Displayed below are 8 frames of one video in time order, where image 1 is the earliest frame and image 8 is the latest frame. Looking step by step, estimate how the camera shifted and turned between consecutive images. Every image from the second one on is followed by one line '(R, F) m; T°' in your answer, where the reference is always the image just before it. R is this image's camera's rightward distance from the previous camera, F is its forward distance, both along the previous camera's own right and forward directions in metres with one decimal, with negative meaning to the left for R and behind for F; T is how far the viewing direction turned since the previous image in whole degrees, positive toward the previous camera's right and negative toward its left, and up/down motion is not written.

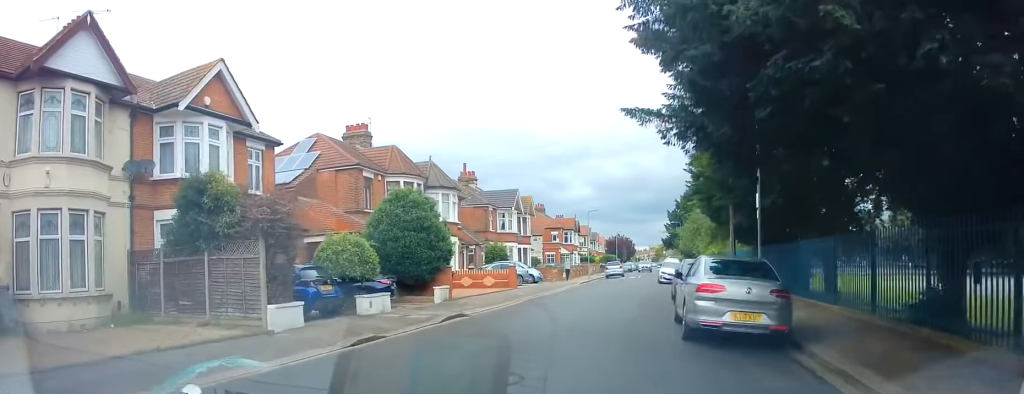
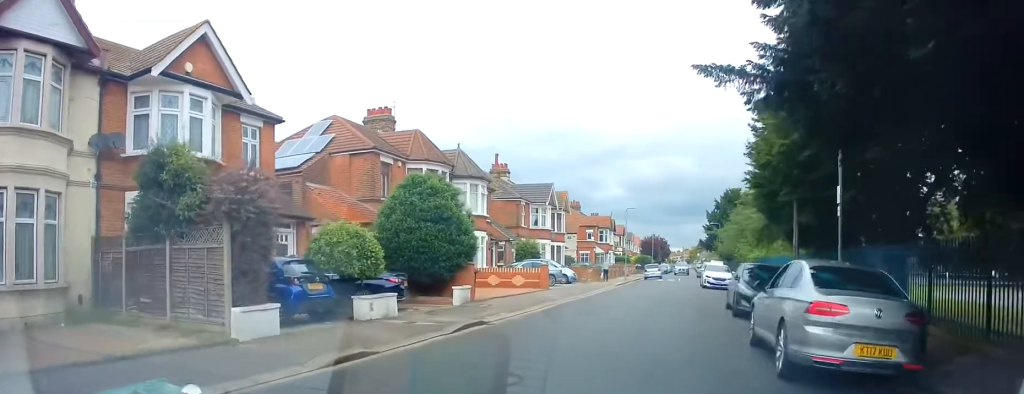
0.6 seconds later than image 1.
(0.0, +3.0) m; -3°
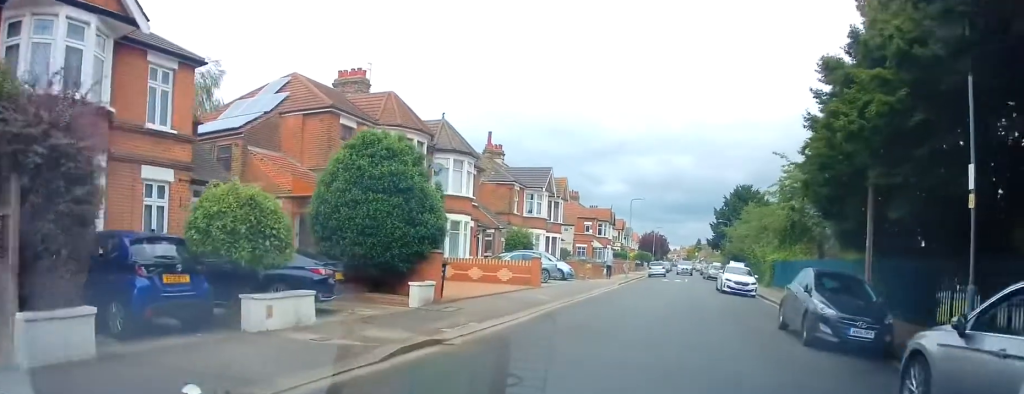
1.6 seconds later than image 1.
(-0.2, +5.0) m; 0°
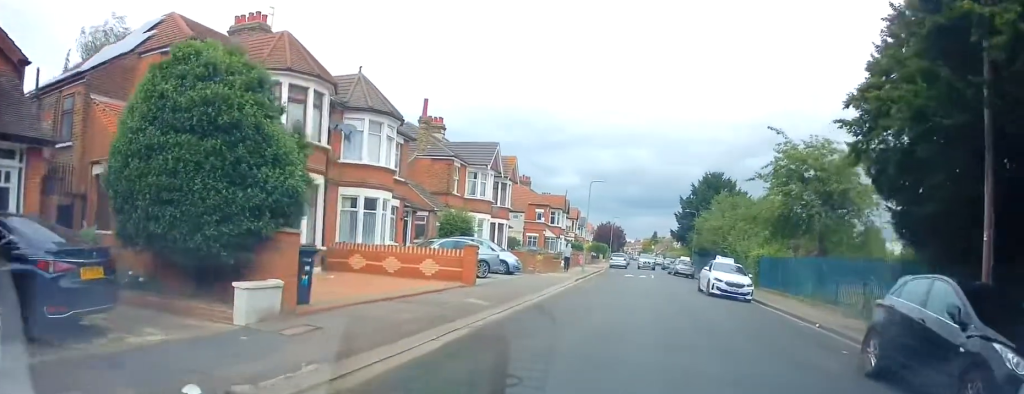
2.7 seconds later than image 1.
(+0.3, +6.2) m; +6°
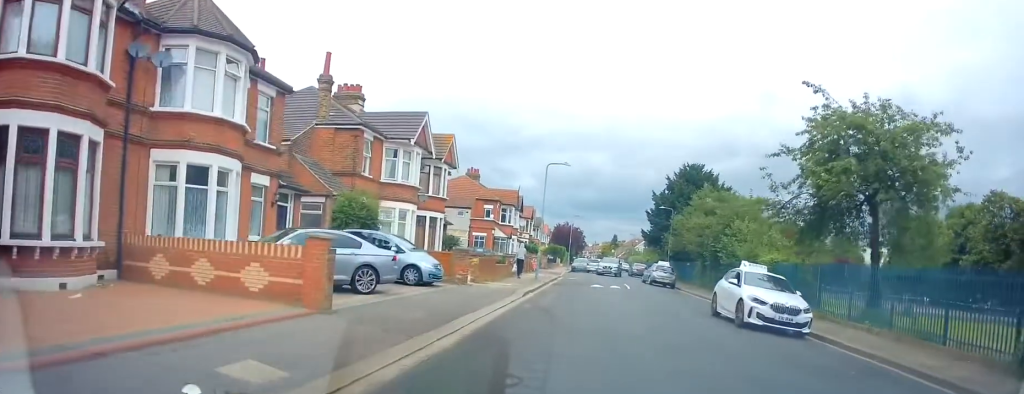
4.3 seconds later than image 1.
(+0.4, +8.9) m; +3°
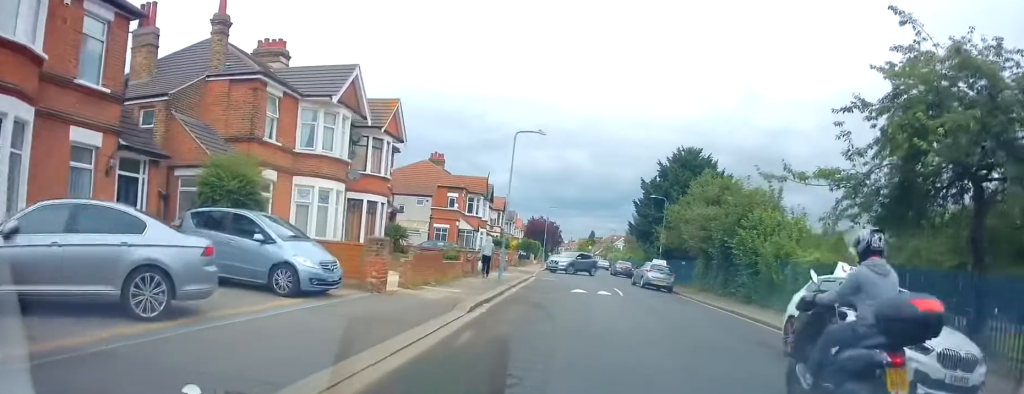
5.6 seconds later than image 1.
(0.0, +7.1) m; +2°
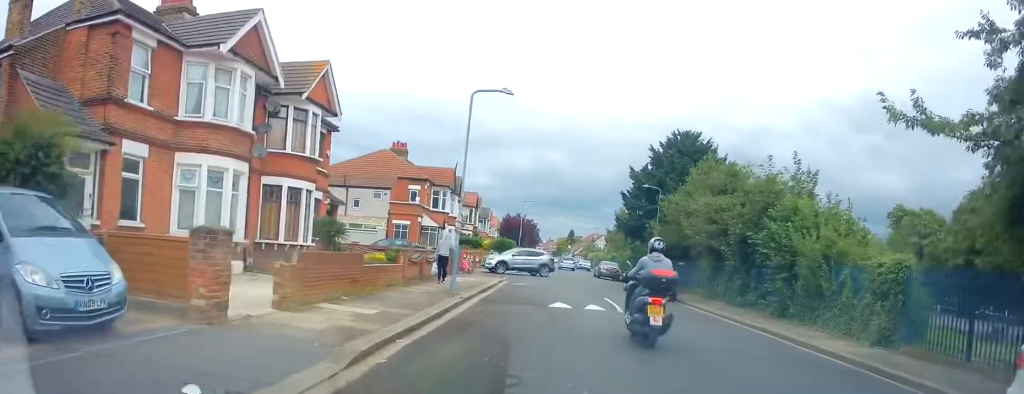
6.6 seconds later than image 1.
(+0.2, +6.0) m; +2°
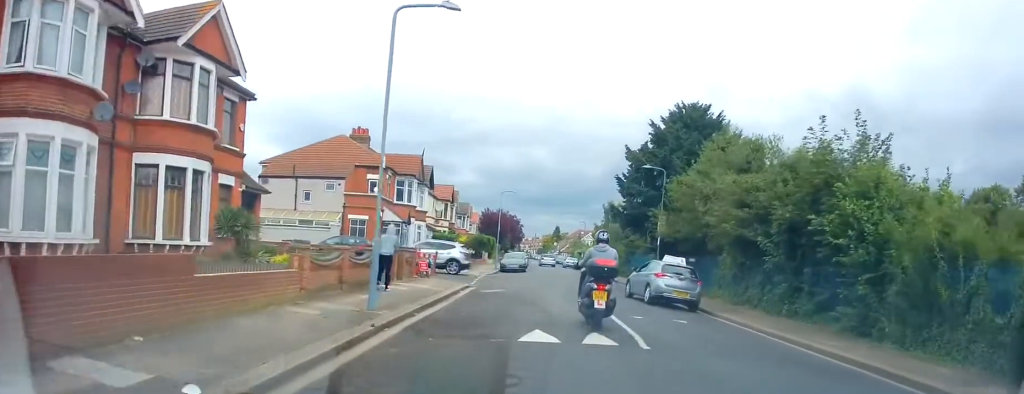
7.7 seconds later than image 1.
(0.0, +6.1) m; -2°
